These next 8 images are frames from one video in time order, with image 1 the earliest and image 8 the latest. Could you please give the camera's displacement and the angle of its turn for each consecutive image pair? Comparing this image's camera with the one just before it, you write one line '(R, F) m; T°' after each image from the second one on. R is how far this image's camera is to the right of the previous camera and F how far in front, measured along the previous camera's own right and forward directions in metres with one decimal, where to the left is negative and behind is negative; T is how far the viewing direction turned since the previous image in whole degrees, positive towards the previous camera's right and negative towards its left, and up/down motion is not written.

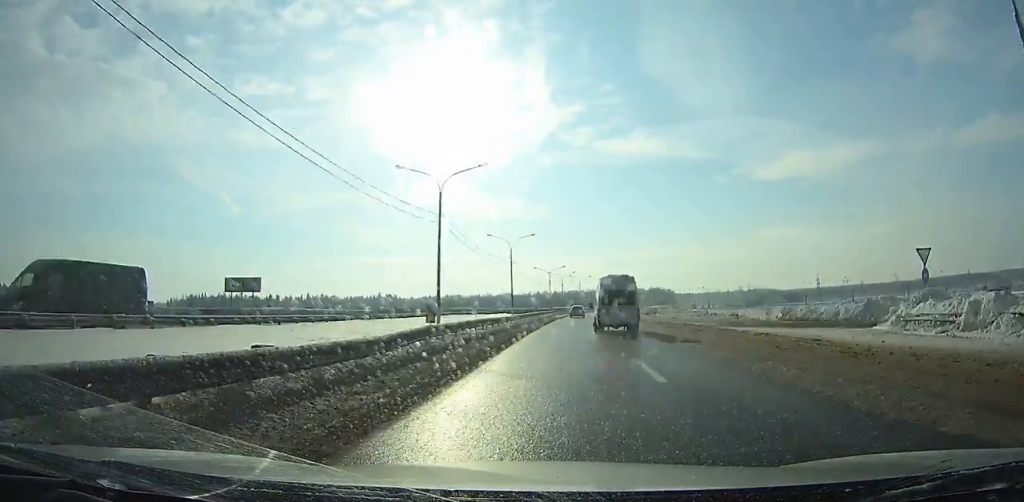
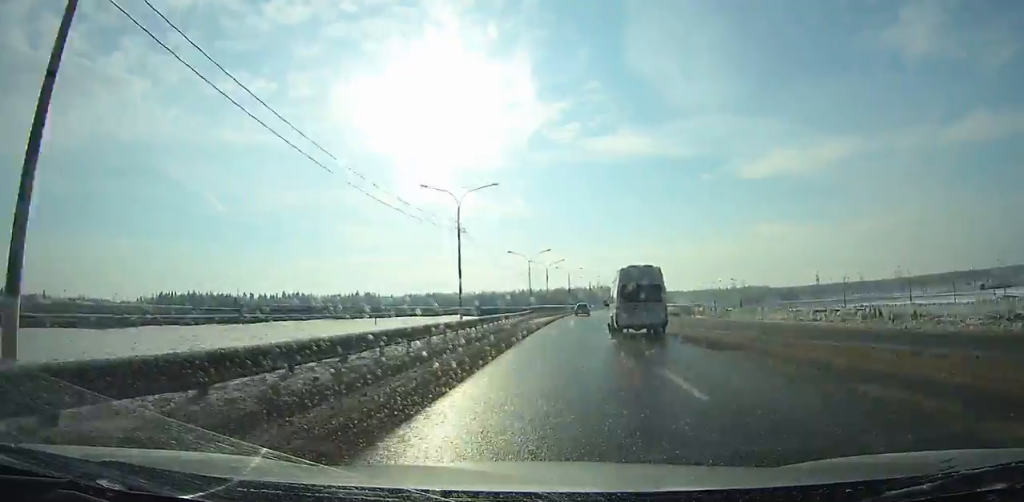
(+0.1, +34.0) m; +2°
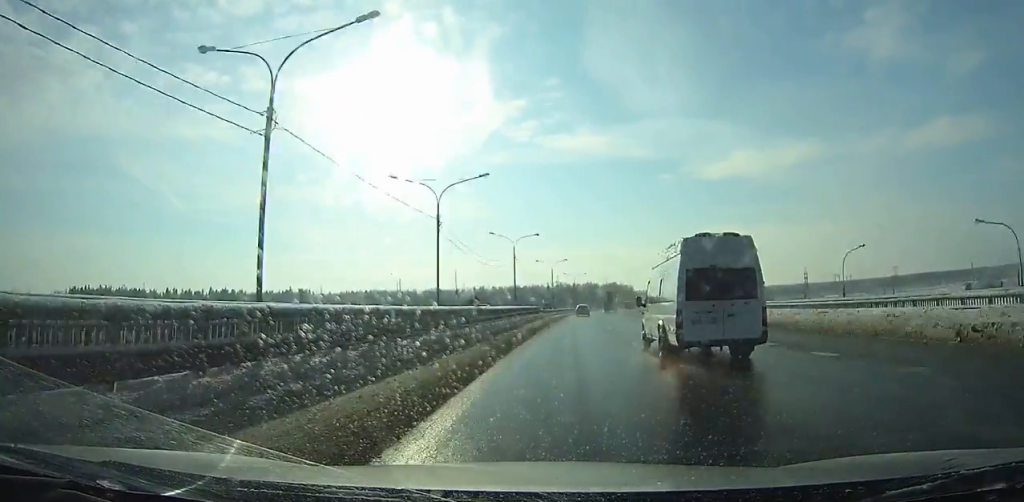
(+2.4, +73.0) m; +4°
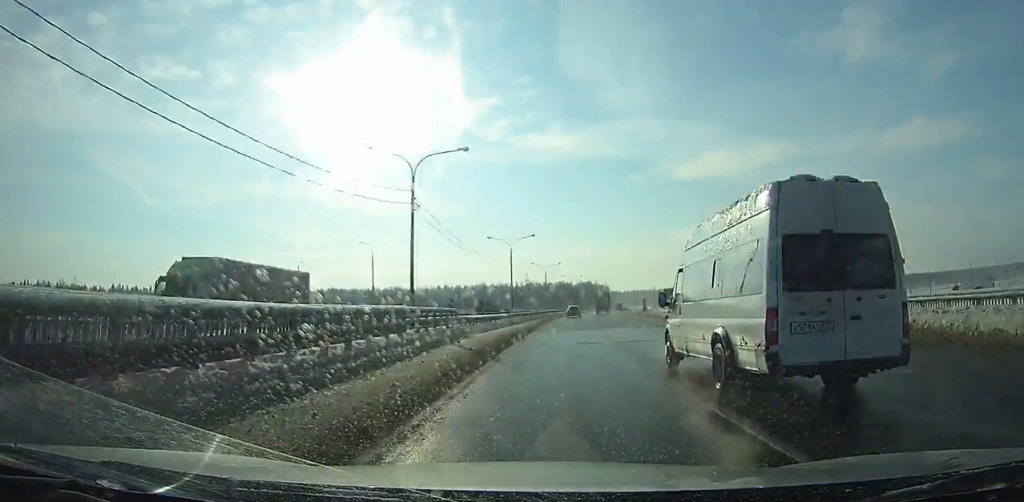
(+1.3, +44.1) m; +2°
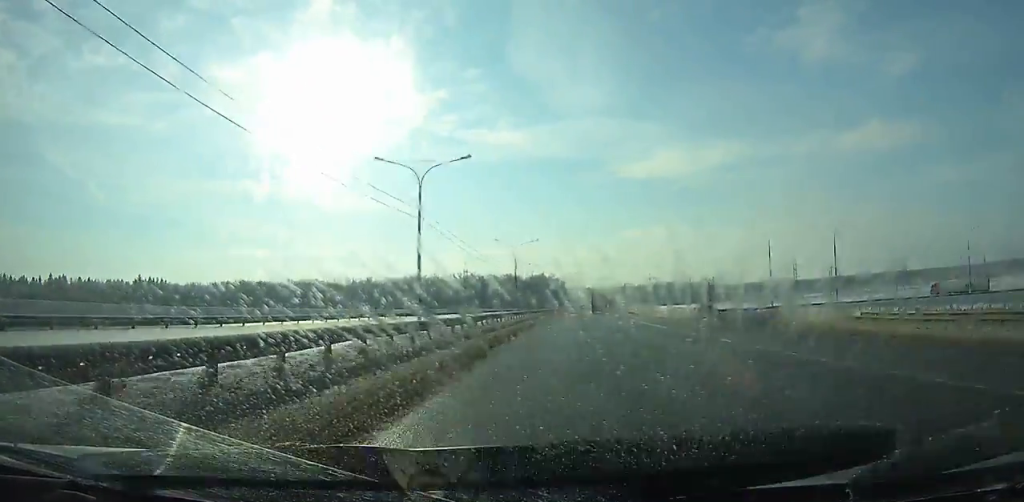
(+3.7, +90.7) m; +5°
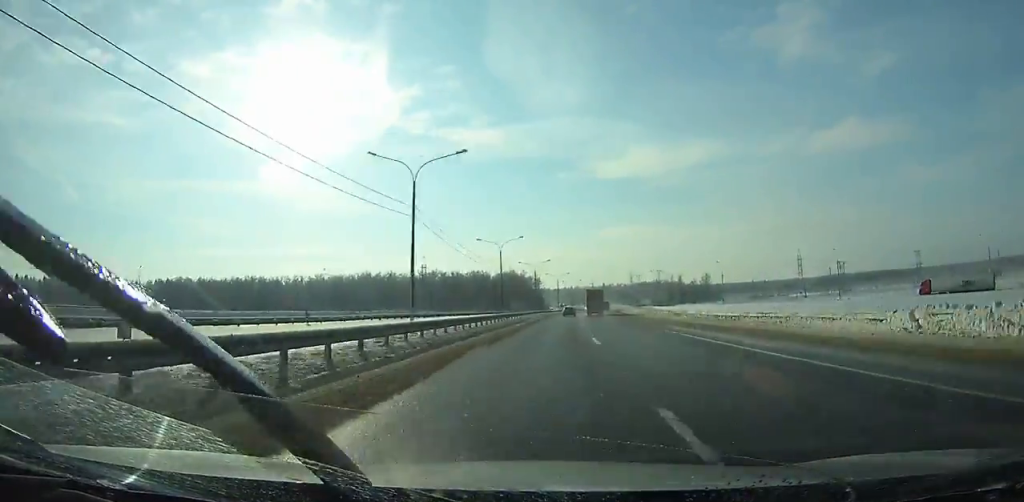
(+1.2, +51.9) m; +2°
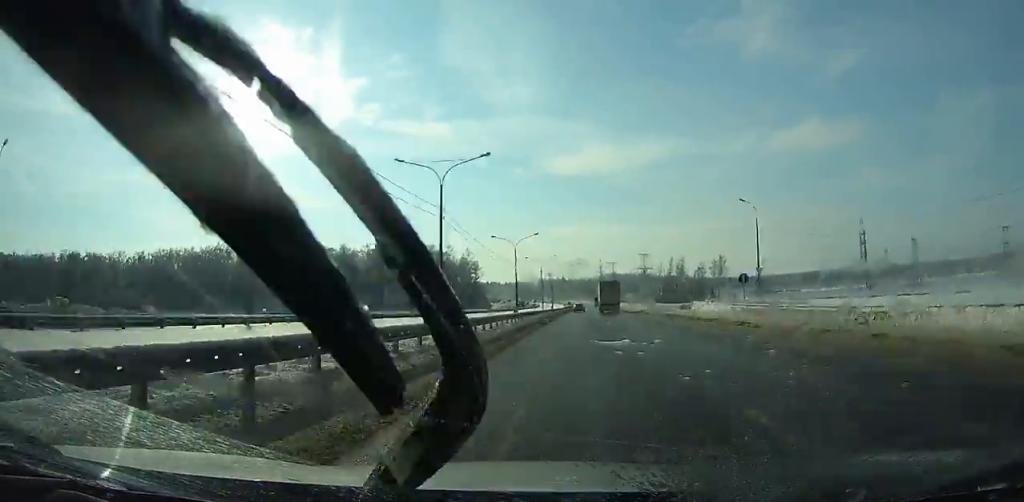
(+5.1, +127.5) m; +5°
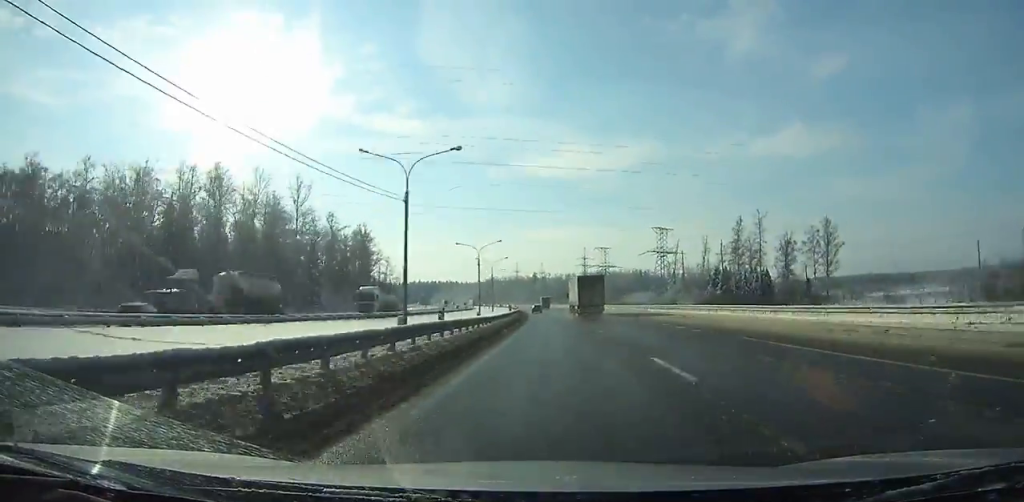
(+3.4, +138.9) m; 0°
